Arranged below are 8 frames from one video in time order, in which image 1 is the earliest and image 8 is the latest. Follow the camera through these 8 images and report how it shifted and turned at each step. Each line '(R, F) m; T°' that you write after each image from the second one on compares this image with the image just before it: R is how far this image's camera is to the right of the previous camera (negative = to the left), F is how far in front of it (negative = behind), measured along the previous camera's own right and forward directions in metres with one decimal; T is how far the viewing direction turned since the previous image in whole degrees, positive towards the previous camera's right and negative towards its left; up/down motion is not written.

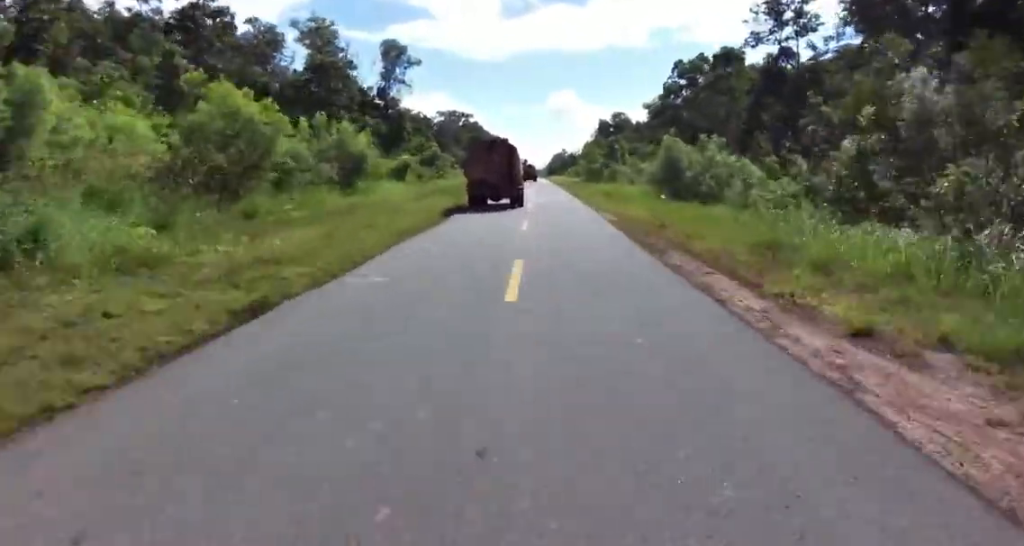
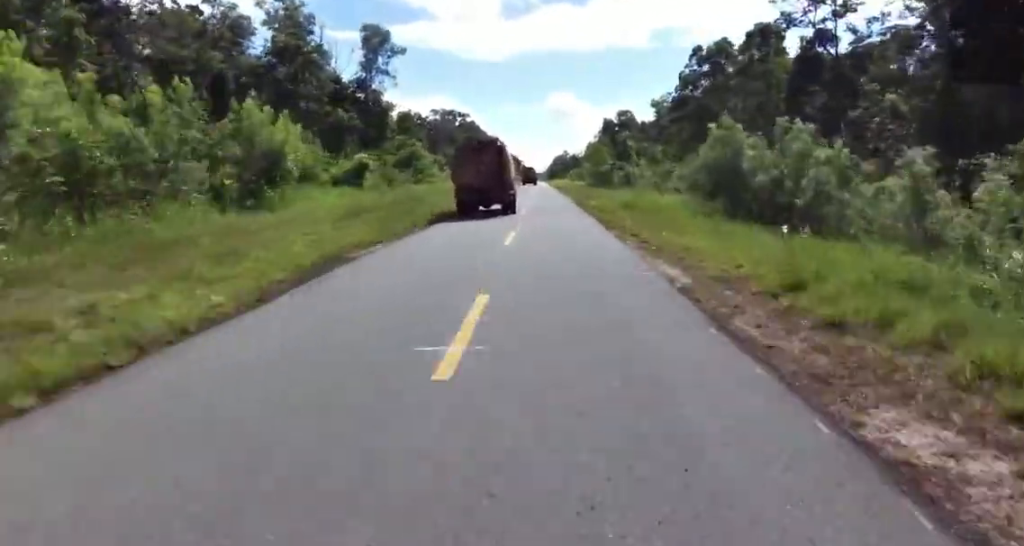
(-0.1, +10.5) m; -1°
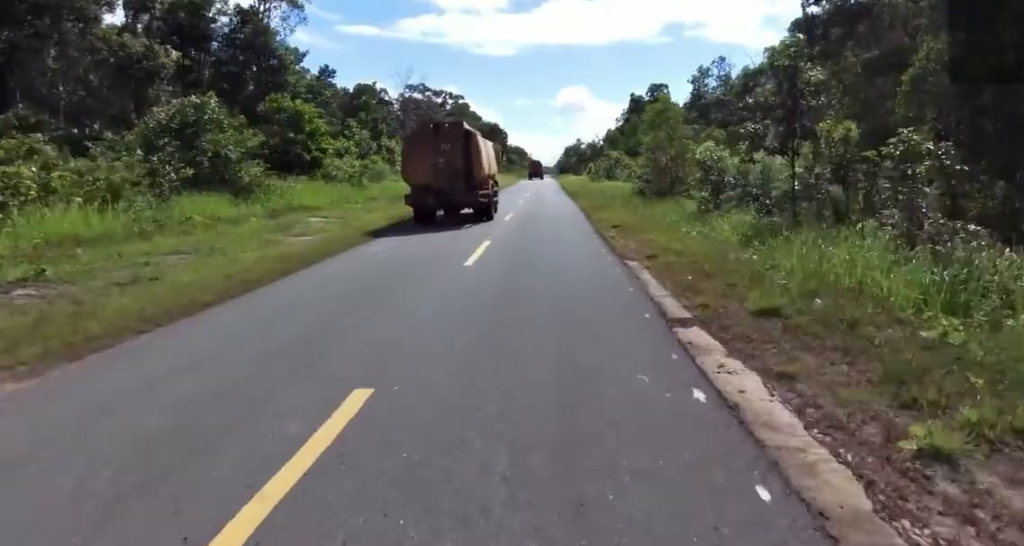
(0.0, +36.4) m; +1°
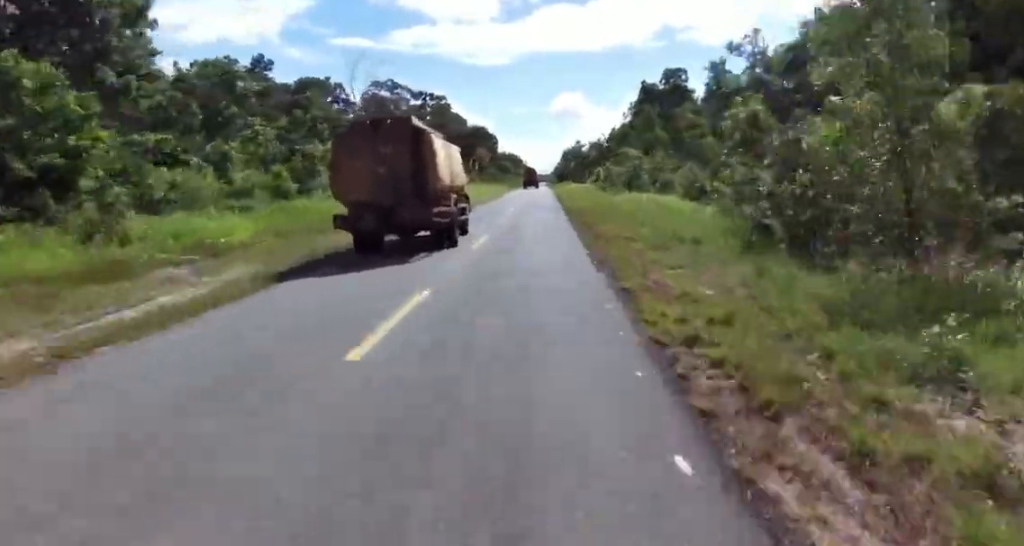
(+0.1, +19.9) m; 0°
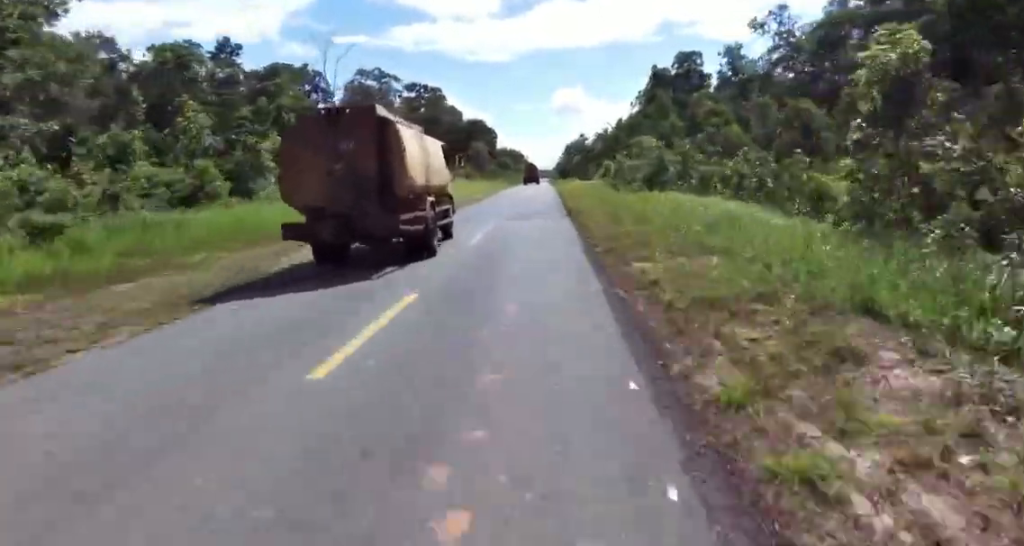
(0.0, +9.7) m; 0°
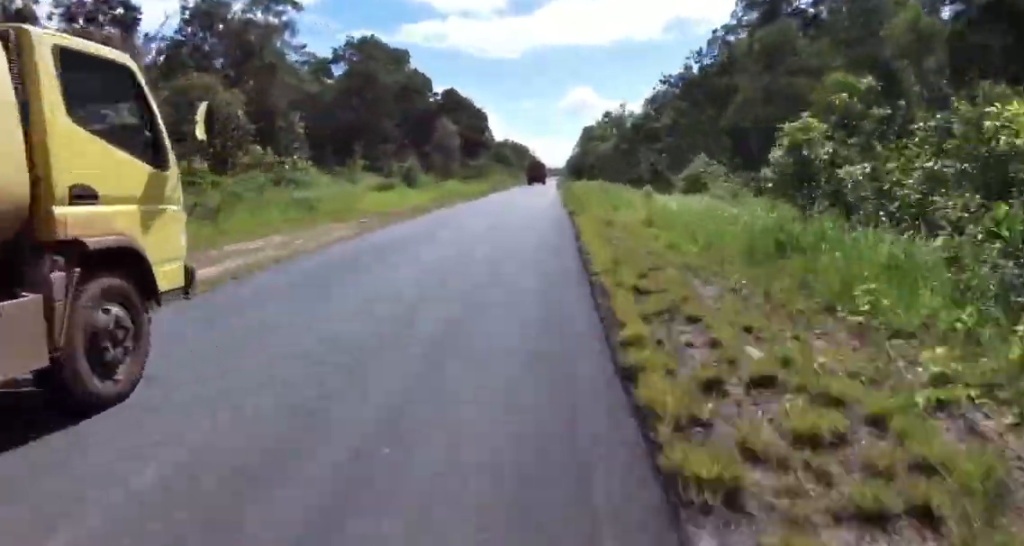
(-0.4, +40.8) m; -1°
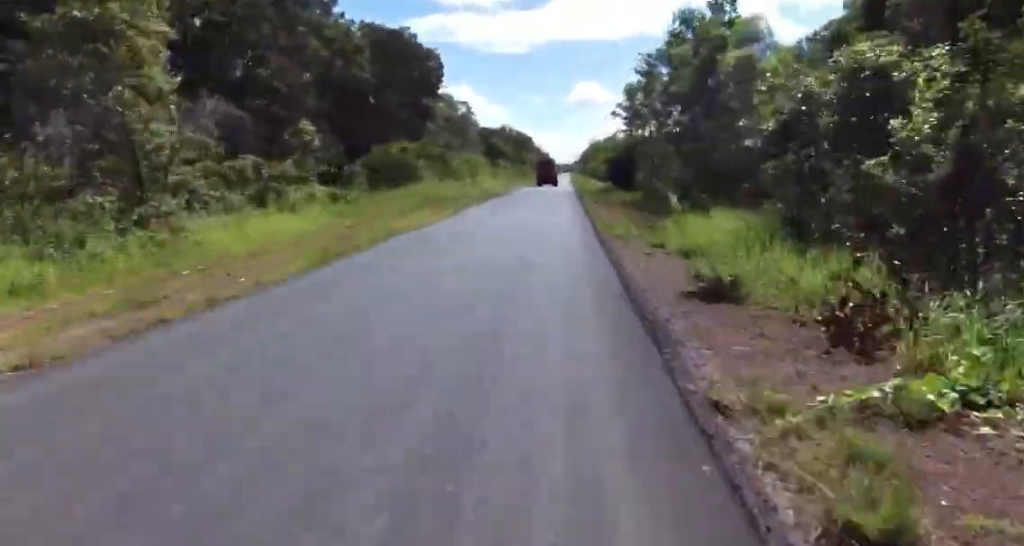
(+1.0, +54.4) m; 0°
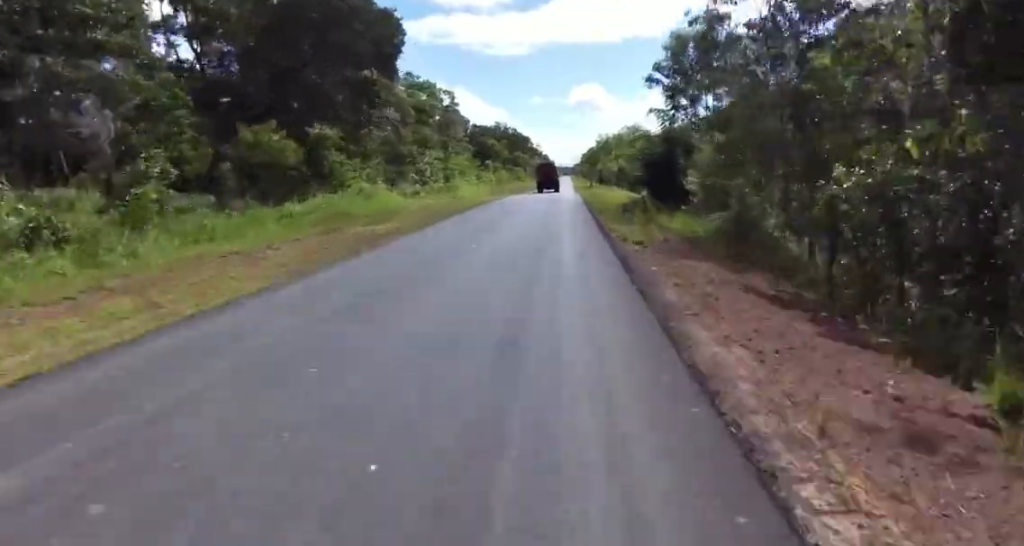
(-0.6, +17.2) m; -2°
